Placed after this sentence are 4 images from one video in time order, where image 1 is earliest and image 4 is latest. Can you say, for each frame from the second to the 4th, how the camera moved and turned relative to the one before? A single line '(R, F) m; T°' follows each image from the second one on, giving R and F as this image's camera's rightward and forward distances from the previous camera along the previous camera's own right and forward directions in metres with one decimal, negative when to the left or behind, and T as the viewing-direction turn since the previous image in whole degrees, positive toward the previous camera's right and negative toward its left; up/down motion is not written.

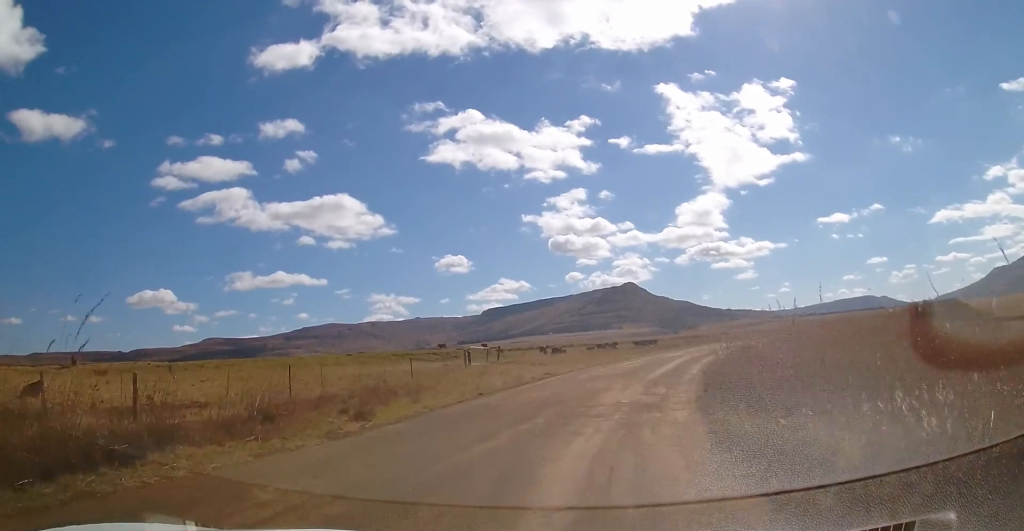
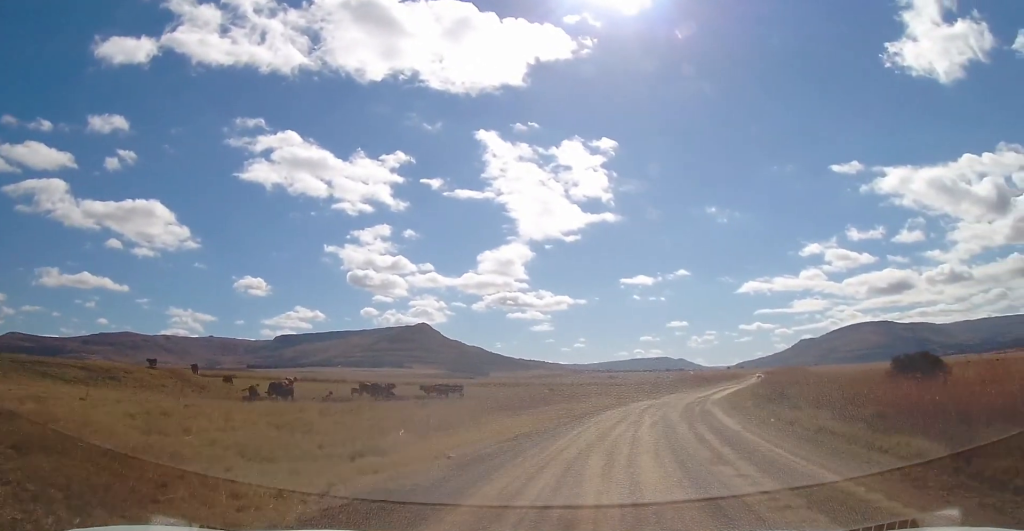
(+2.3, +32.9) m; +18°
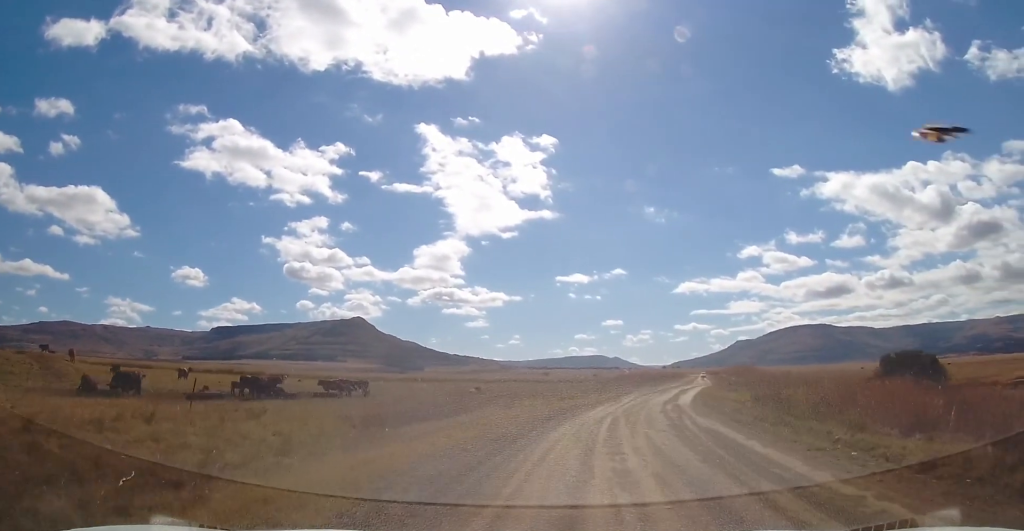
(+1.6, +9.2) m; +8°
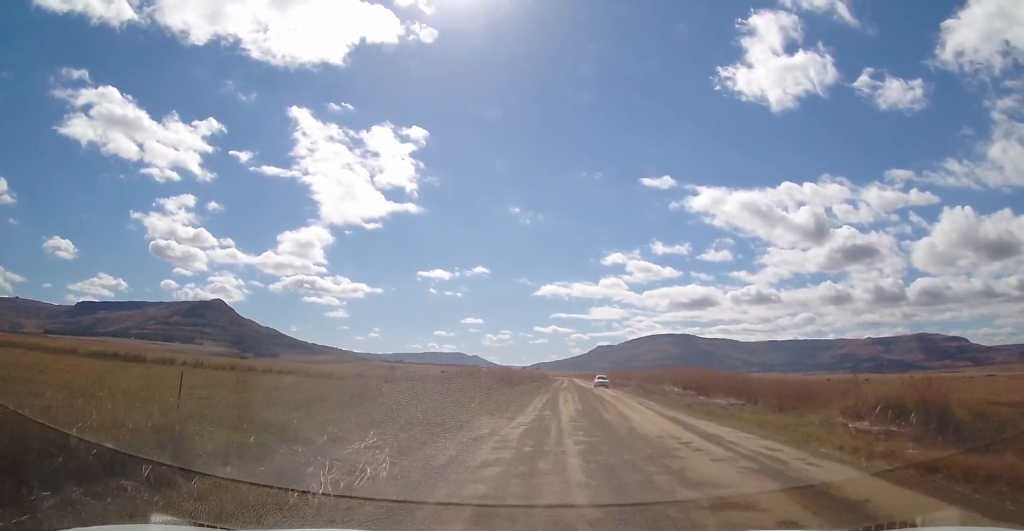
(+5.3, +47.8) m; +11°
